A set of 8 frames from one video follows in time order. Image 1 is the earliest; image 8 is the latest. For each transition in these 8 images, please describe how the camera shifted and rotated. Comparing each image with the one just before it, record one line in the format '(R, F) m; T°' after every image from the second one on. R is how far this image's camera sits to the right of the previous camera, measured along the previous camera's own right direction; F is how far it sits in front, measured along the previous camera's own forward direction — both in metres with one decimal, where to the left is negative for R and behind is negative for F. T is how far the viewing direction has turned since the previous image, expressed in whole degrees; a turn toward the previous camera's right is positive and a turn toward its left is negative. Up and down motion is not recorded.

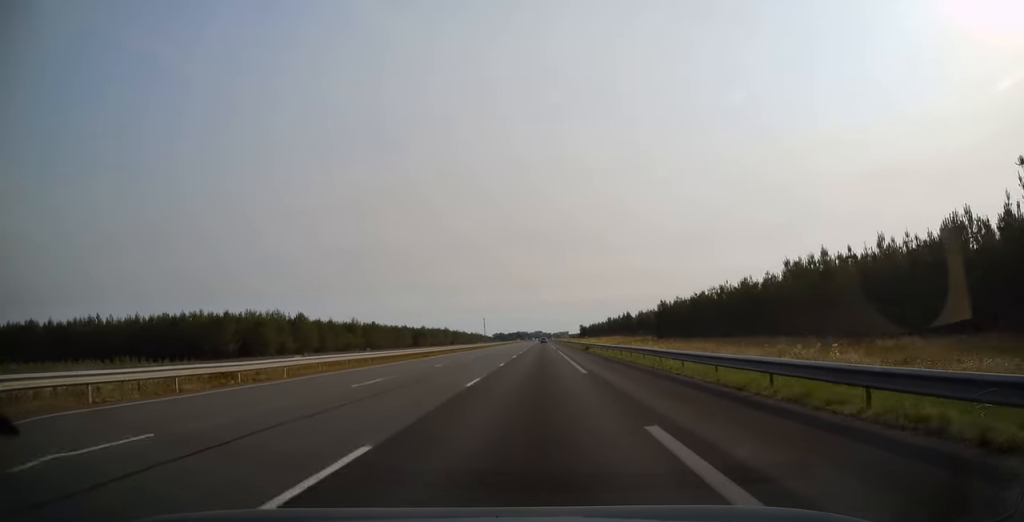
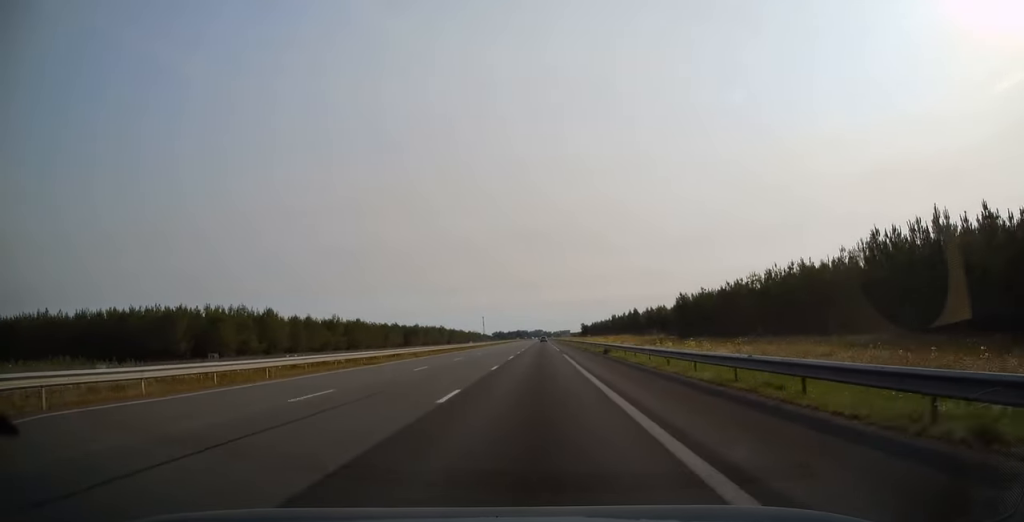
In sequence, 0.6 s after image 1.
(0.0, +17.6) m; 0°
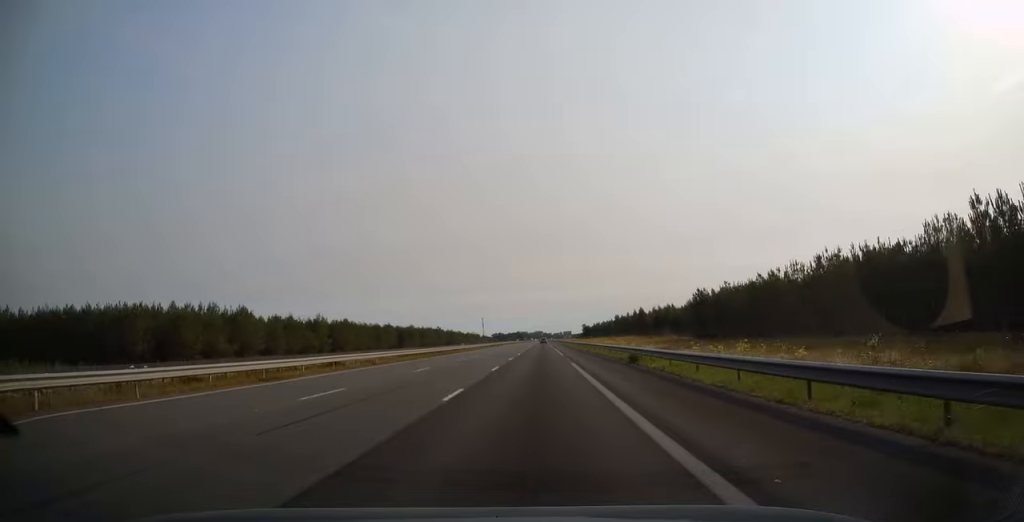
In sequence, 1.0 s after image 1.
(-0.1, +12.3) m; 0°
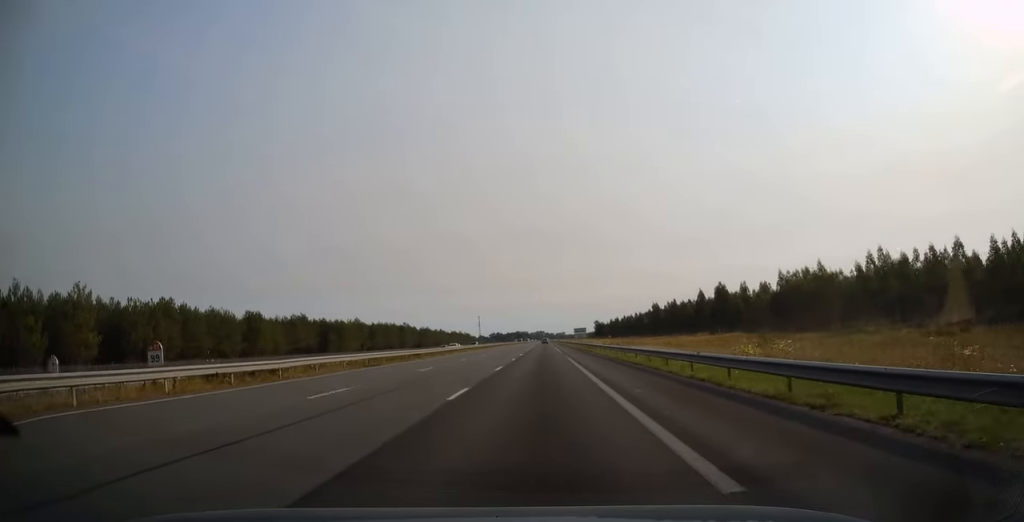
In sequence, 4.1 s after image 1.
(+0.1, +90.8) m; 0°
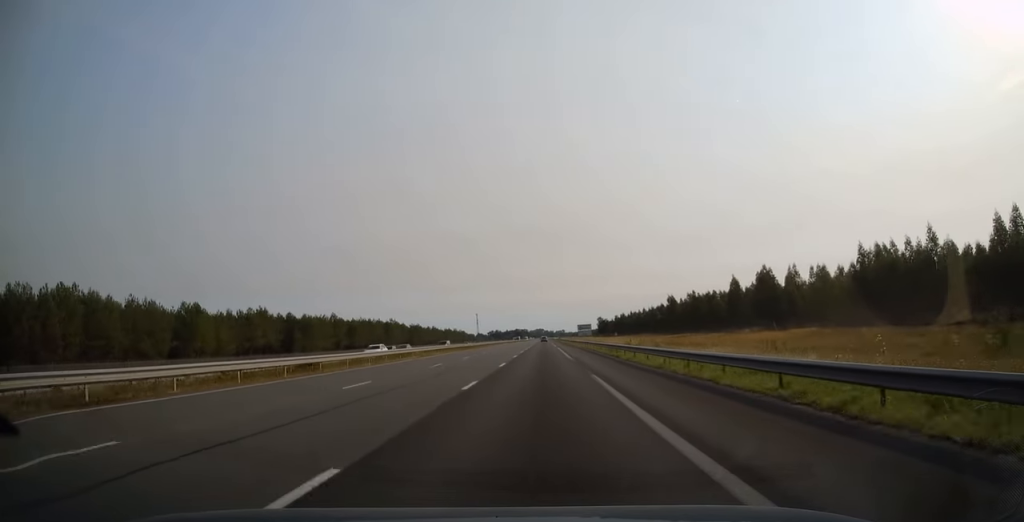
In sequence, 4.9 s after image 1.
(-0.1, +23.6) m; 0°
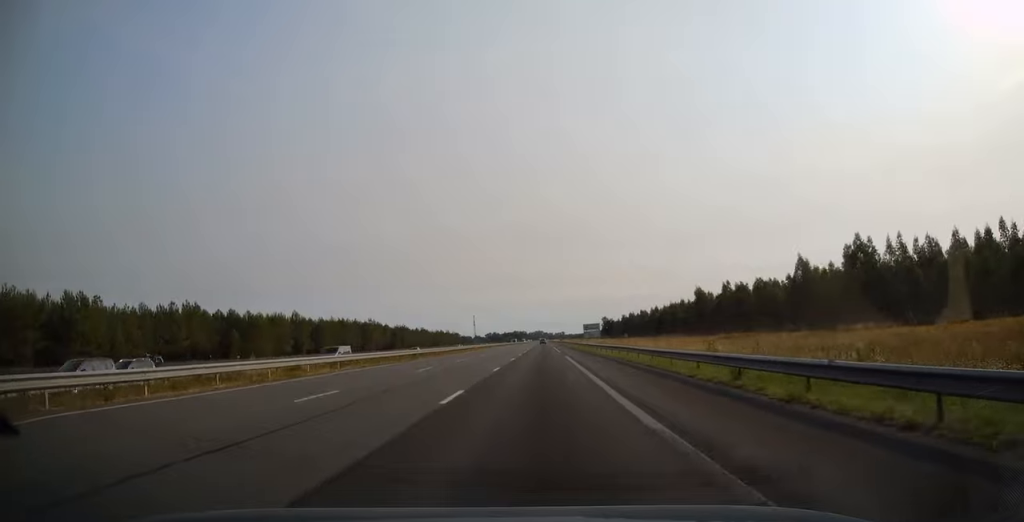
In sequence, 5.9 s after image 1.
(-0.1, +29.5) m; 0°
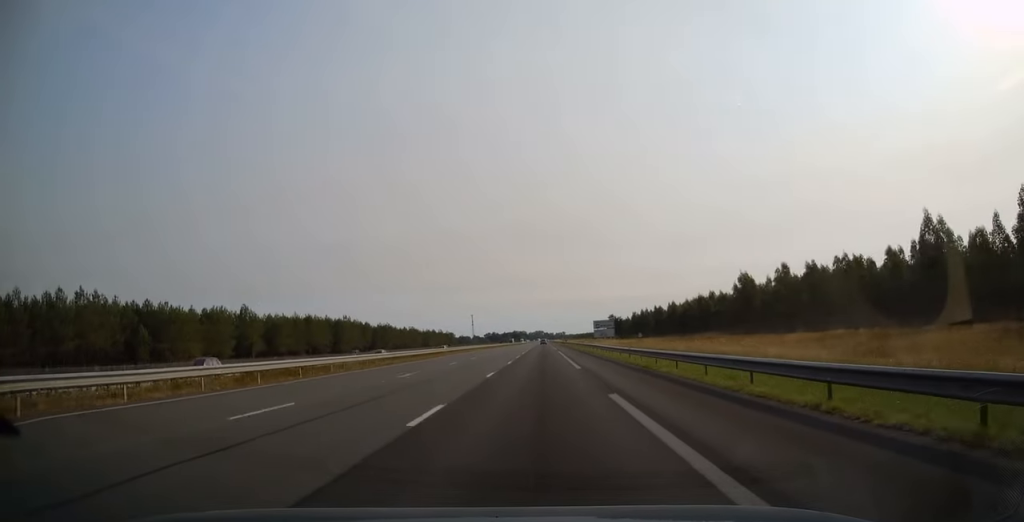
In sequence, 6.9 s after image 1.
(0.0, +29.0) m; 0°
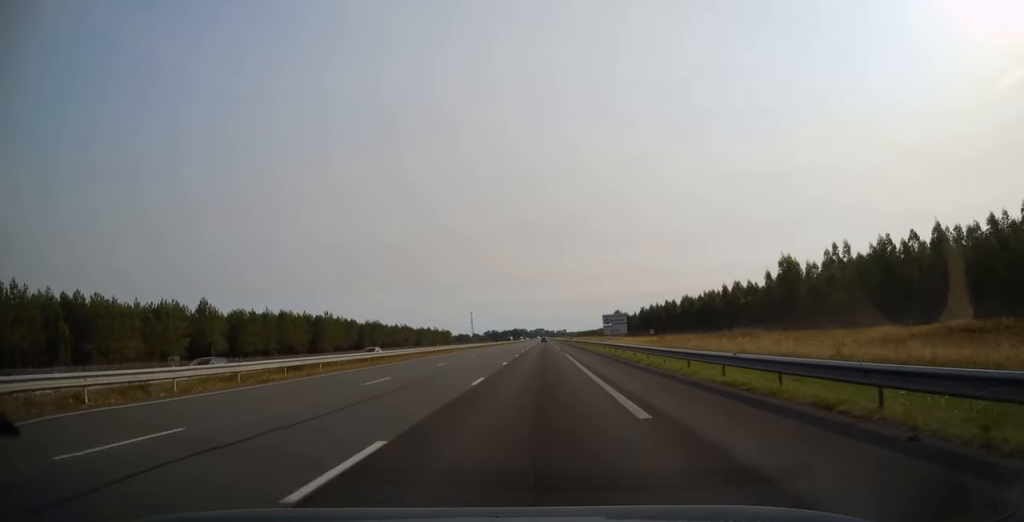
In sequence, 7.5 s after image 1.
(0.0, +17.7) m; 0°
